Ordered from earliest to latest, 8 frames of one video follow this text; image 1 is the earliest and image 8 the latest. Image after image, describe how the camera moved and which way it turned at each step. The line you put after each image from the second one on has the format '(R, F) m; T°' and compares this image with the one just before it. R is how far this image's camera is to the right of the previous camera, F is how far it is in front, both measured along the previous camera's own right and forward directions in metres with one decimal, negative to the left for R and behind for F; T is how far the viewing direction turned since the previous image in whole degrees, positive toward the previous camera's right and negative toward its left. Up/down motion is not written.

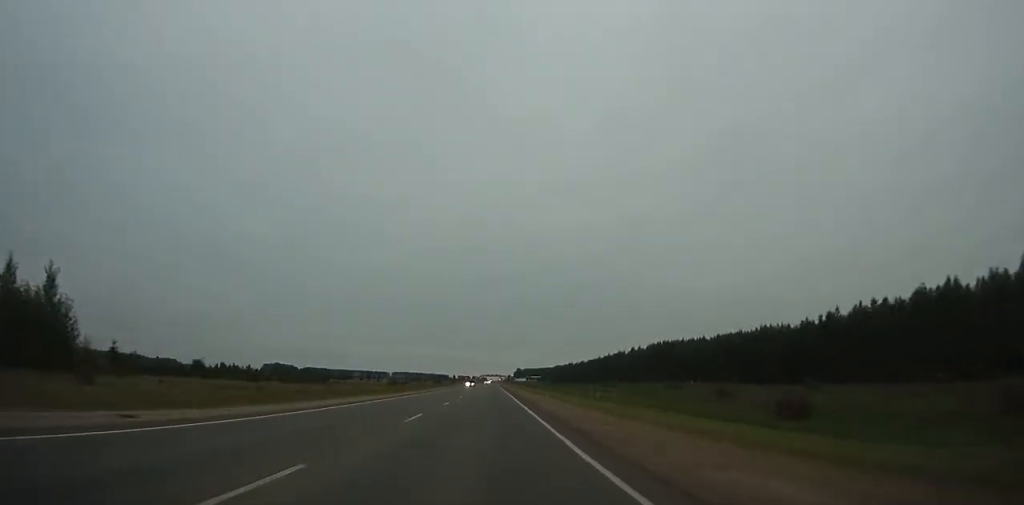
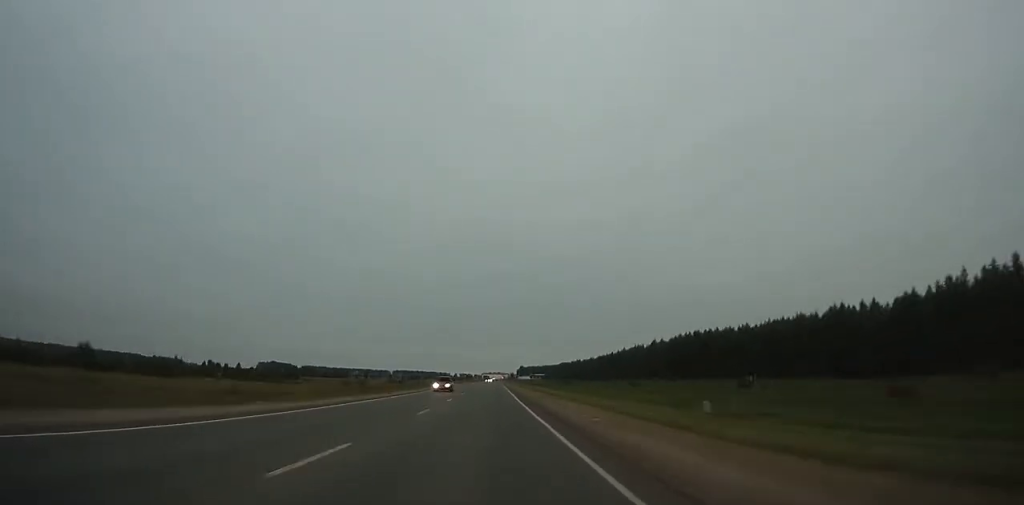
(+0.1, +33.5) m; 0°
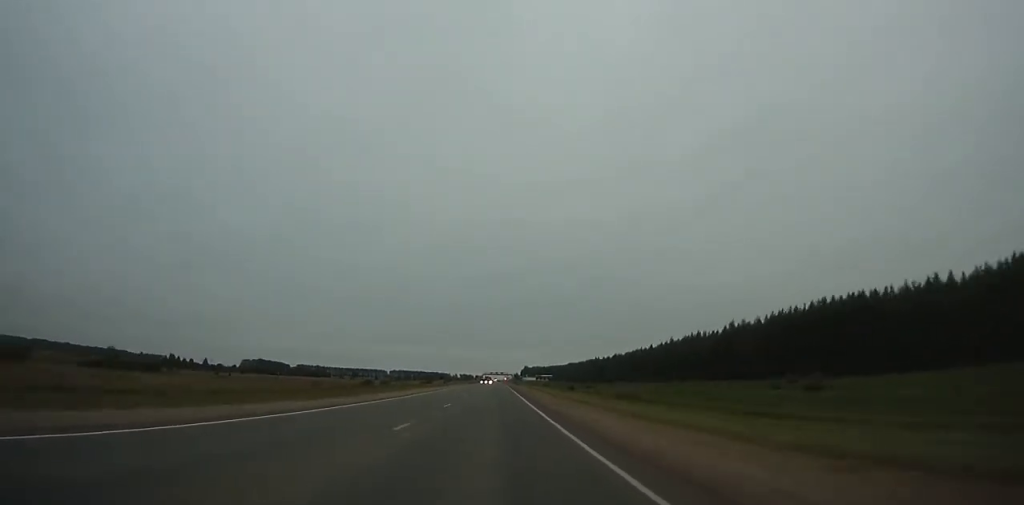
(-0.1, +79.1) m; 0°
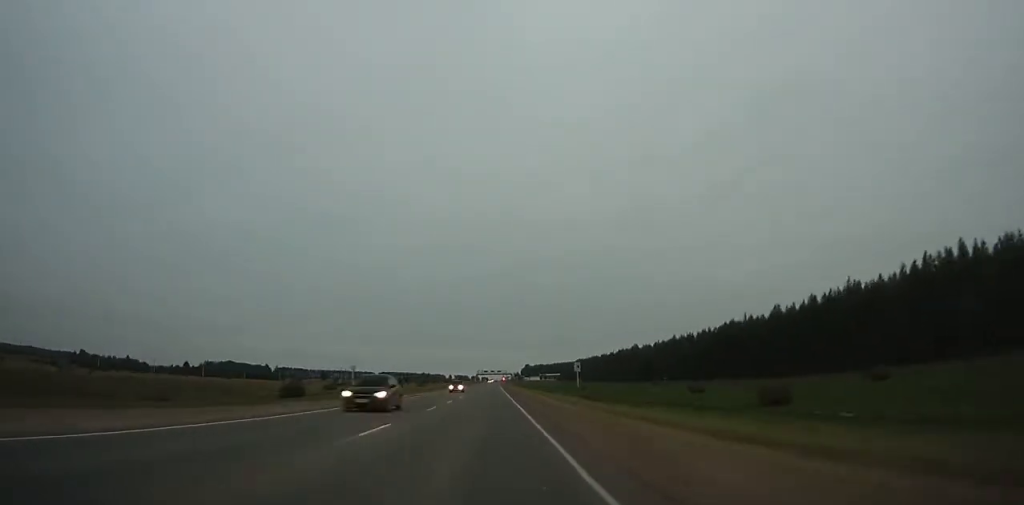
(+0.6, +120.6) m; 0°
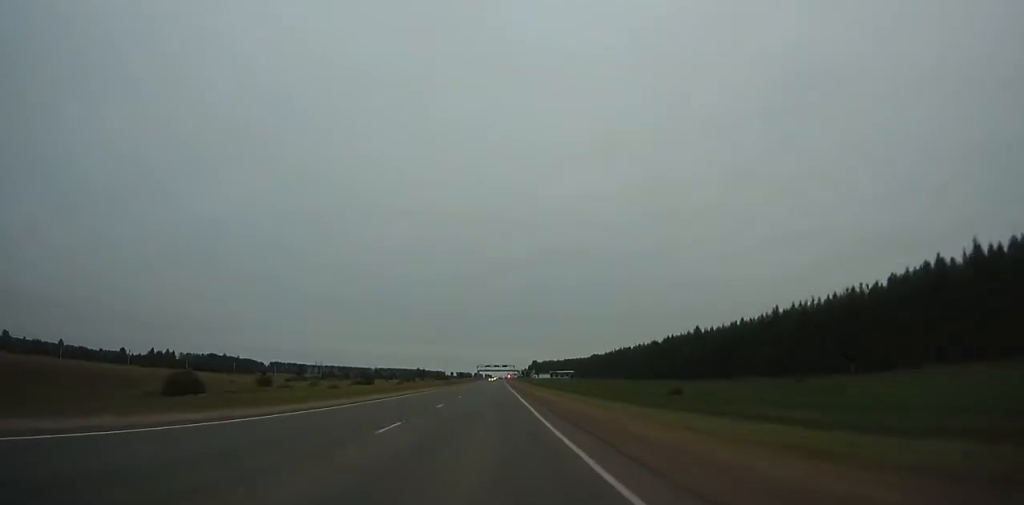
(0.0, +78.7) m; 0°
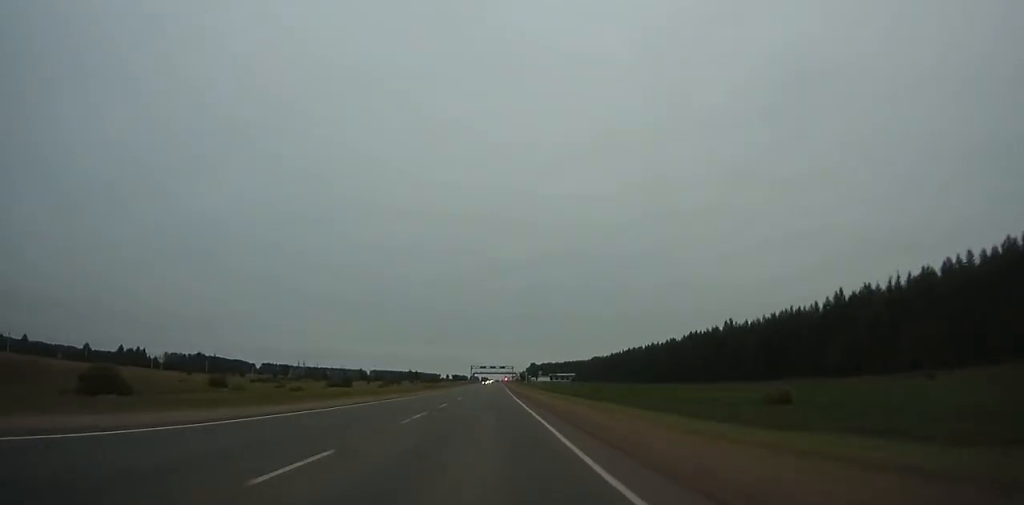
(-0.1, +30.3) m; 0°
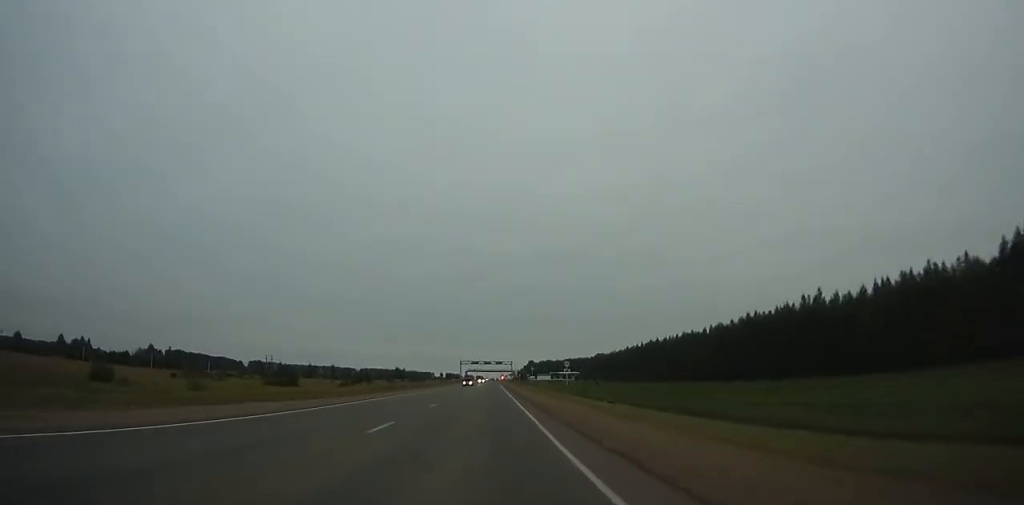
(-0.1, +48.7) m; 0°
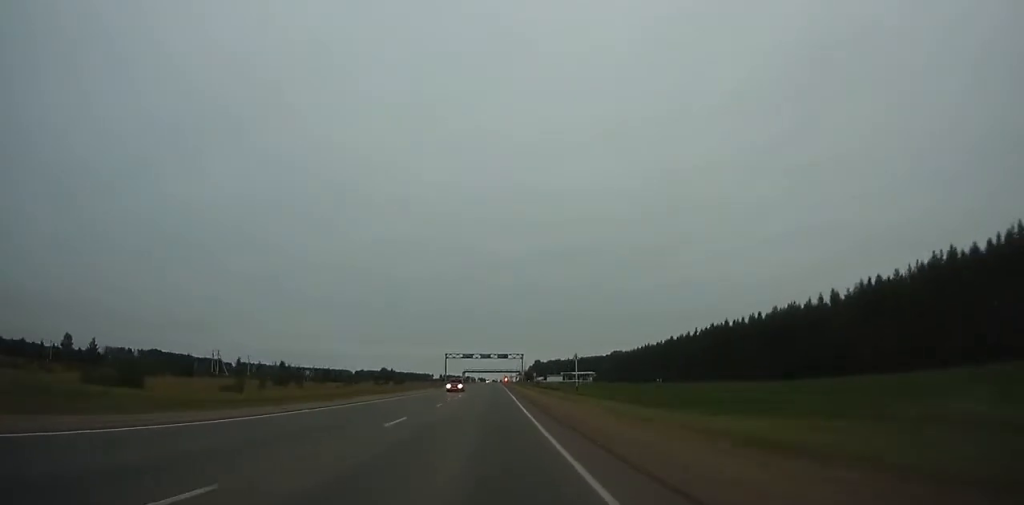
(+0.1, +70.5) m; +1°
